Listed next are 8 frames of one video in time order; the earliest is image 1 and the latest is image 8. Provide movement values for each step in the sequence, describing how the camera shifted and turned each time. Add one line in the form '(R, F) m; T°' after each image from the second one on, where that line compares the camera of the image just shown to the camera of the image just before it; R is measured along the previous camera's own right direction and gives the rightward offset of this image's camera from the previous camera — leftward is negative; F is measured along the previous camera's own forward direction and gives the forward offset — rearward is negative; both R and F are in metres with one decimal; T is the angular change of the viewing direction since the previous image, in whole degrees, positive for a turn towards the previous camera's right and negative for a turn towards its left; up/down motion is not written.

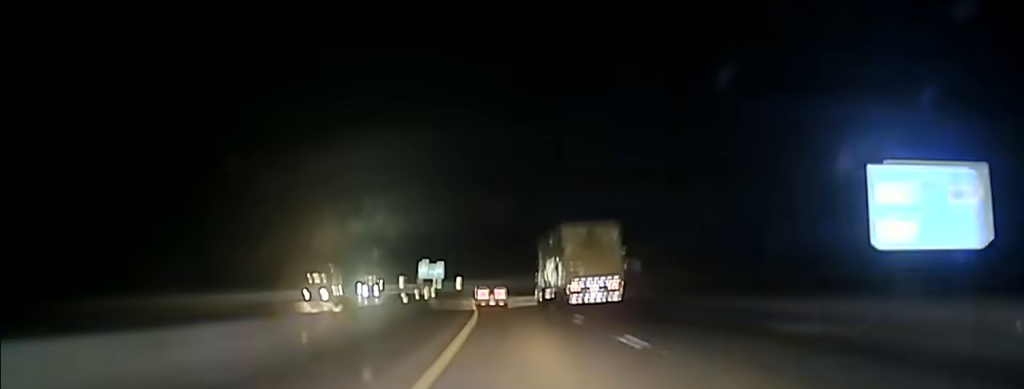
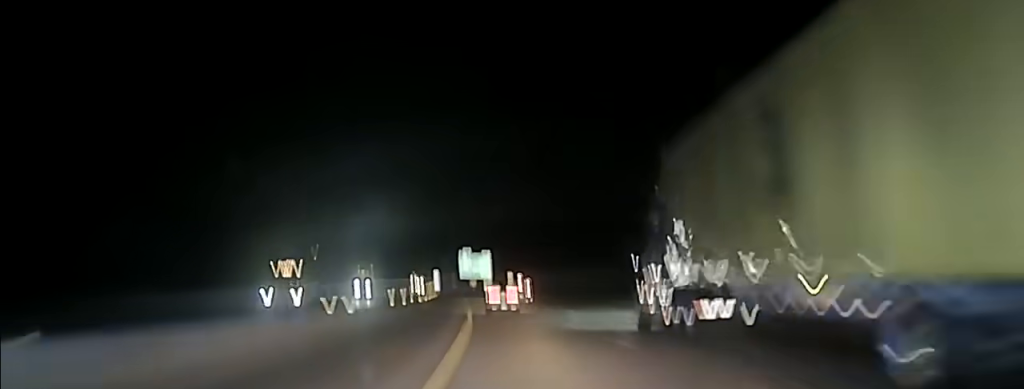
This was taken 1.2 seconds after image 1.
(-2.8, +71.9) m; -4°
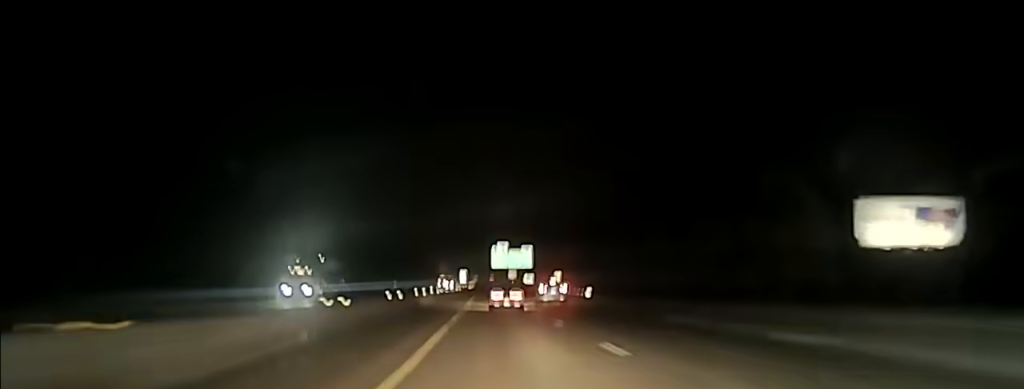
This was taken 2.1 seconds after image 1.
(-1.3, +52.5) m; -2°
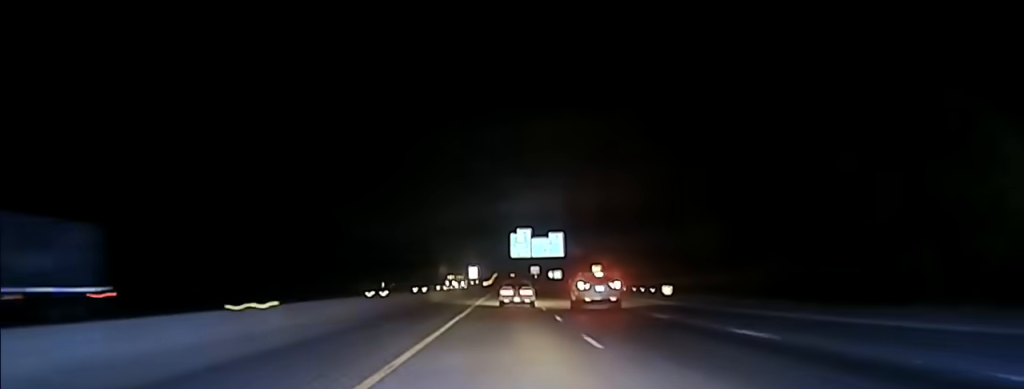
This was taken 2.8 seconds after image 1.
(-0.6, +44.6) m; -1°
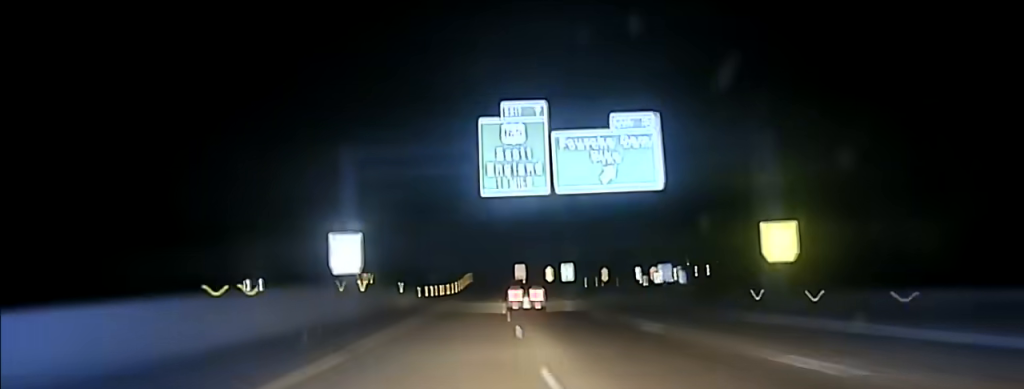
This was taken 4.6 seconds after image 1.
(-0.4, +106.4) m; 0°
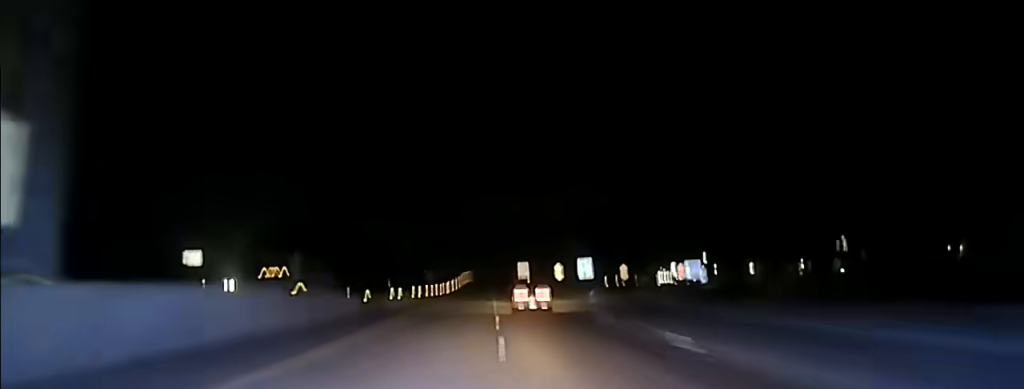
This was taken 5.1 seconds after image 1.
(+0.3, +31.0) m; 0°
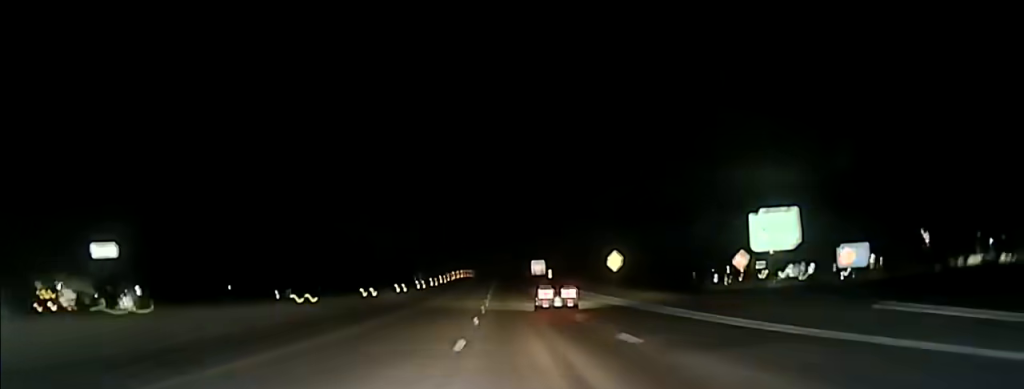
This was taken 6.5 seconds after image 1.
(-0.1, +83.2) m; 0°
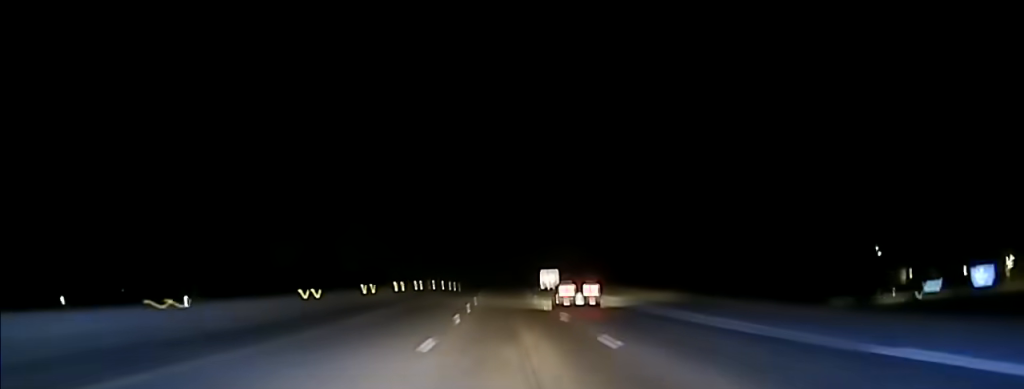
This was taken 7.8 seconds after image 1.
(-0.1, +85.6) m; 0°
